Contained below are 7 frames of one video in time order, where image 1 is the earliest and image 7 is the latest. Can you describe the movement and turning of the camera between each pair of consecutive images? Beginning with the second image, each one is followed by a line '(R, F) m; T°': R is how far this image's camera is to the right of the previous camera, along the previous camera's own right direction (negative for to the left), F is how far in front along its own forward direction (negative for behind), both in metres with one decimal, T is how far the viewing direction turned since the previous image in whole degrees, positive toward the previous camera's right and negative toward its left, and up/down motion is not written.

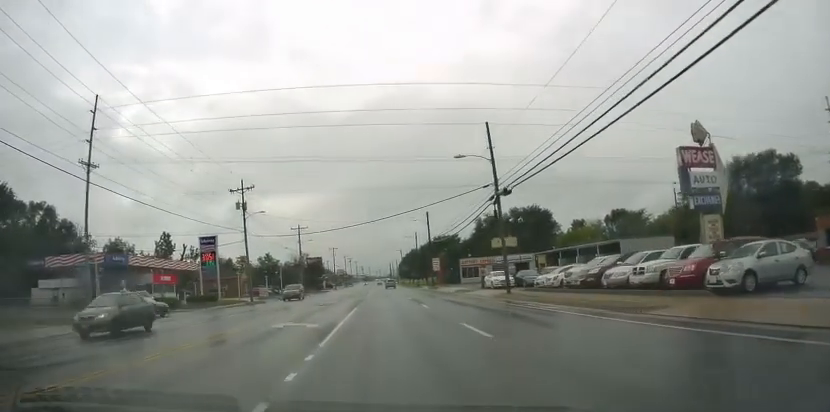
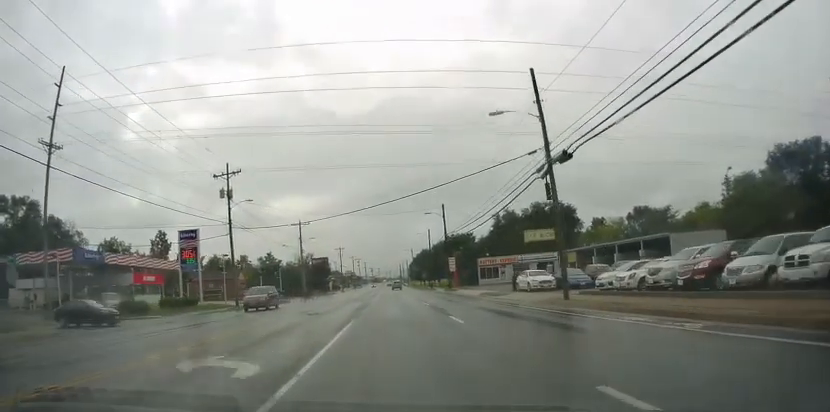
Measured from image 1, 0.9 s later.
(-0.8, +6.4) m; -13°
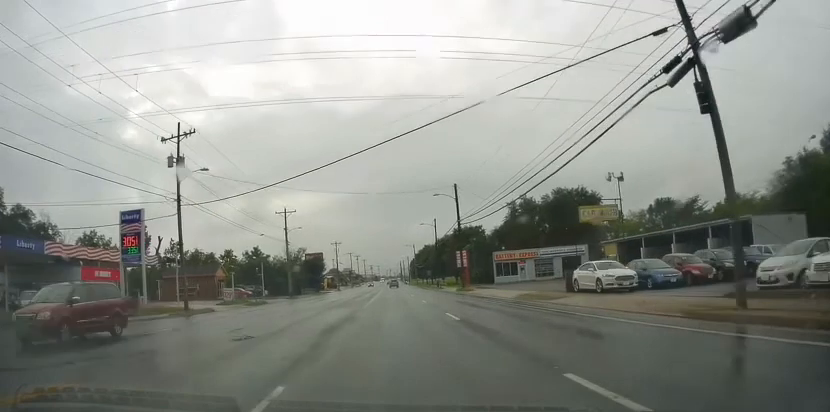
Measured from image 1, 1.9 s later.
(-1.0, +8.6) m; -7°
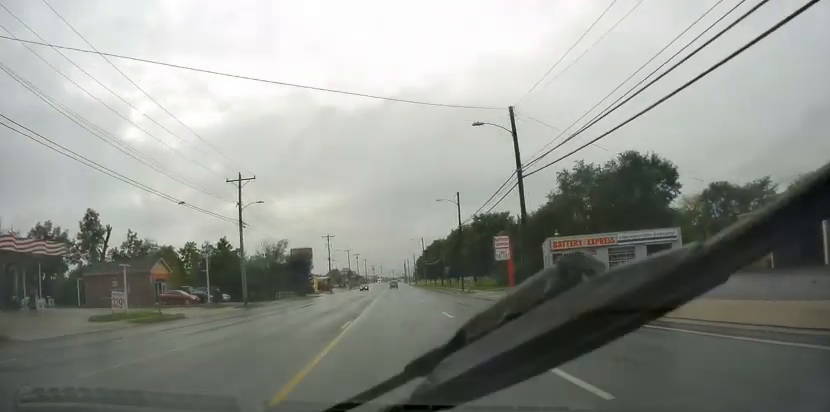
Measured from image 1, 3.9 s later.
(-0.4, +20.9) m; -3°
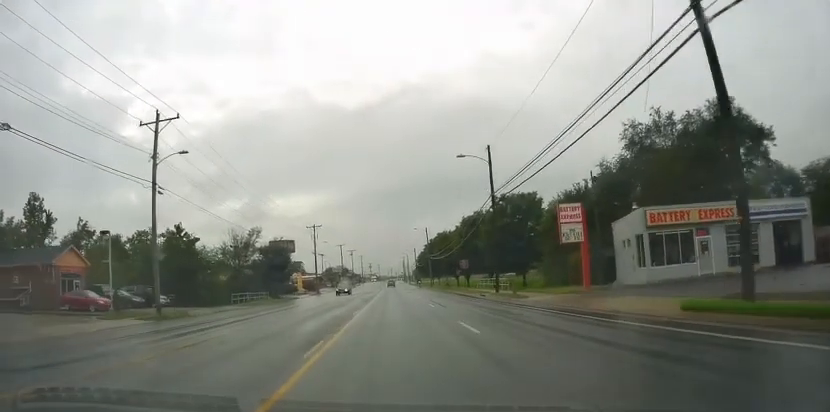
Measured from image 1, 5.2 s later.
(-0.1, +16.0) m; 0°
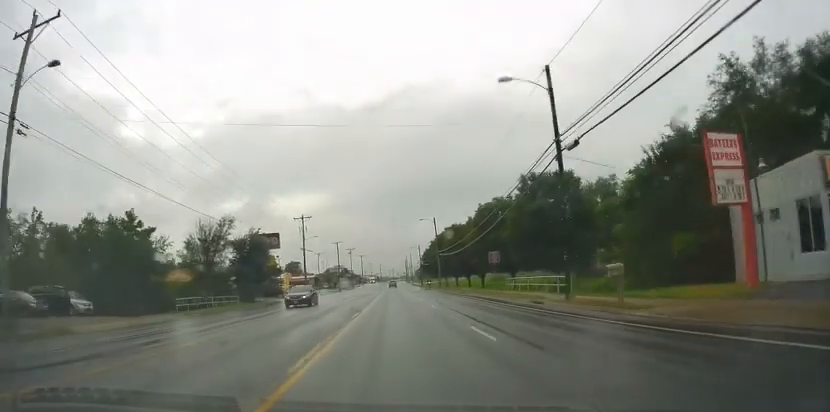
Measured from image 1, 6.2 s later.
(0.0, +11.9) m; -1°
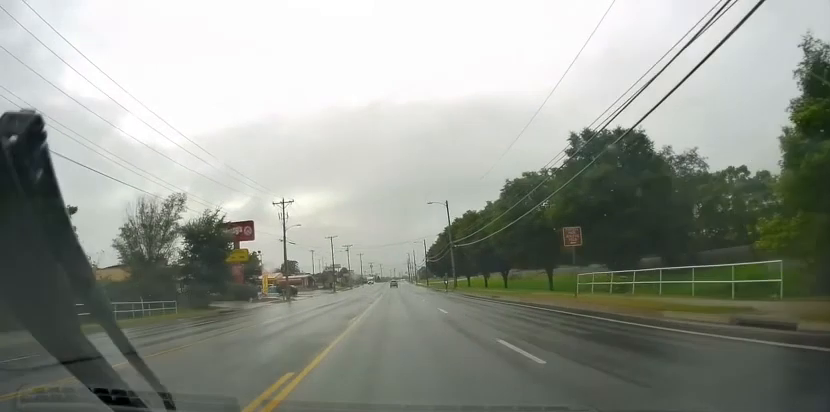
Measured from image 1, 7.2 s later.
(-0.1, +14.1) m; 0°
